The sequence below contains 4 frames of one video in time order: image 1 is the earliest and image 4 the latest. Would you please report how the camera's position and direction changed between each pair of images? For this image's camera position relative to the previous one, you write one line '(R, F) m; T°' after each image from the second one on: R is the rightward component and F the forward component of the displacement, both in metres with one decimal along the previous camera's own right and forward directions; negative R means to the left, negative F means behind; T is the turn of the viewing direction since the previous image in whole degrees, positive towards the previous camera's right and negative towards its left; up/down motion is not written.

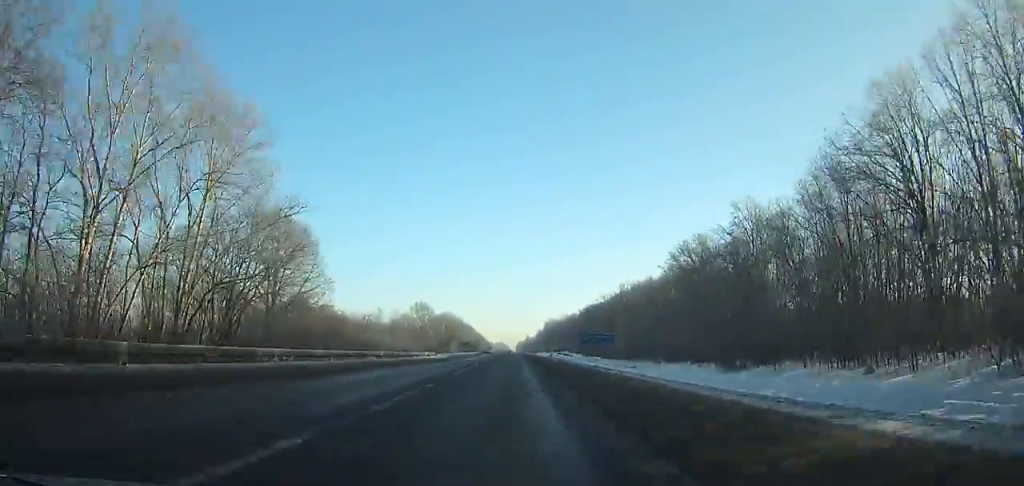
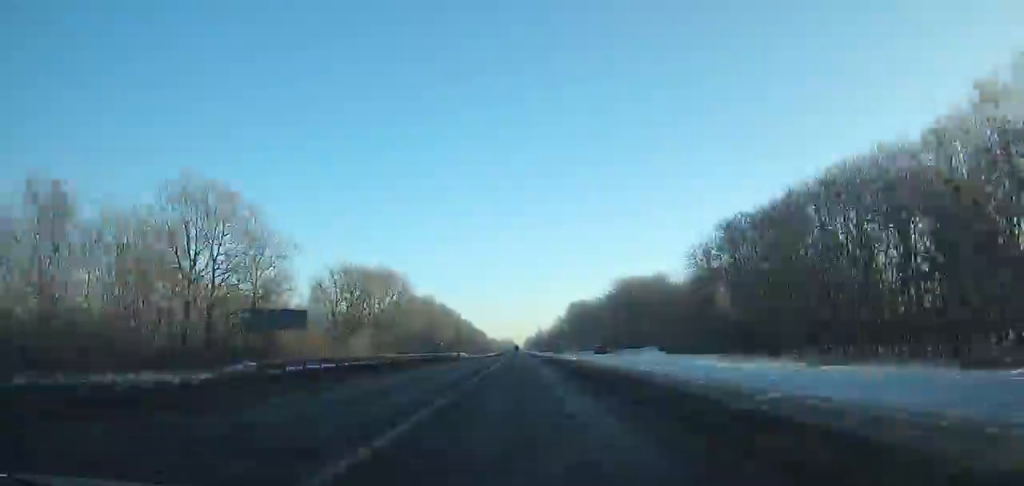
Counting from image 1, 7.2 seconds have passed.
(+1.0, +135.0) m; +1°
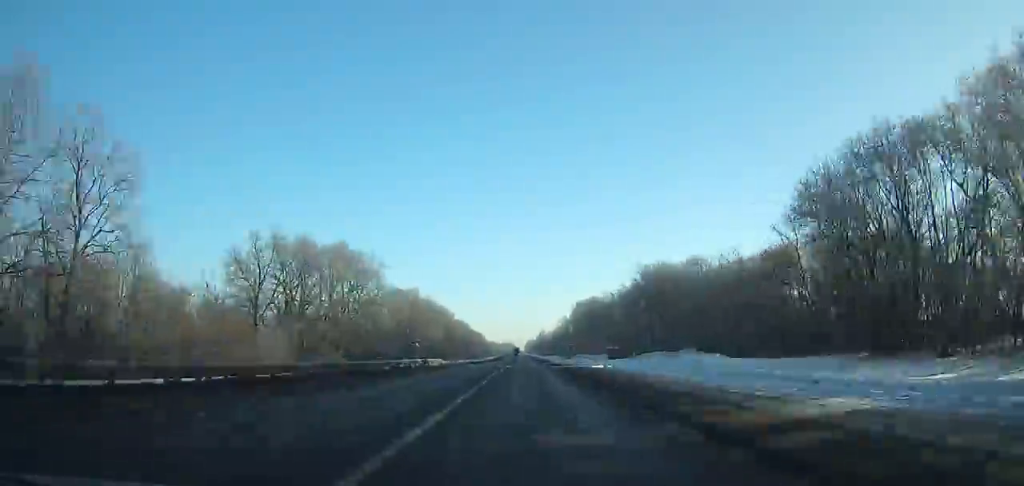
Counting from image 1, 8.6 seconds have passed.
(0.0, +28.0) m; 0°
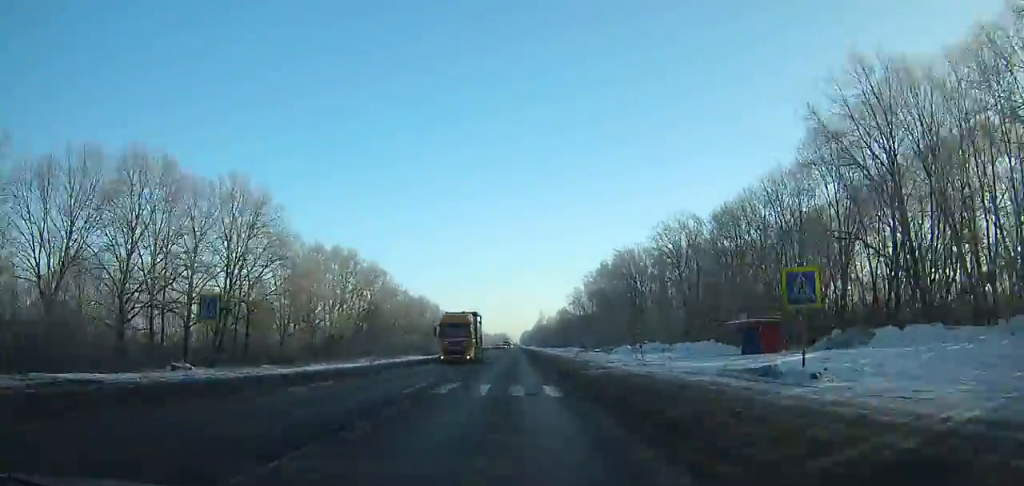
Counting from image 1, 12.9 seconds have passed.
(-0.1, +88.1) m; 0°
